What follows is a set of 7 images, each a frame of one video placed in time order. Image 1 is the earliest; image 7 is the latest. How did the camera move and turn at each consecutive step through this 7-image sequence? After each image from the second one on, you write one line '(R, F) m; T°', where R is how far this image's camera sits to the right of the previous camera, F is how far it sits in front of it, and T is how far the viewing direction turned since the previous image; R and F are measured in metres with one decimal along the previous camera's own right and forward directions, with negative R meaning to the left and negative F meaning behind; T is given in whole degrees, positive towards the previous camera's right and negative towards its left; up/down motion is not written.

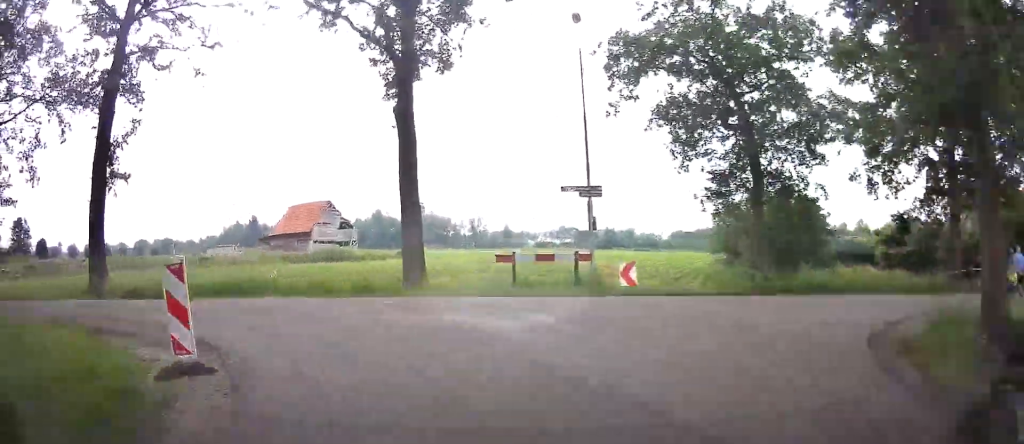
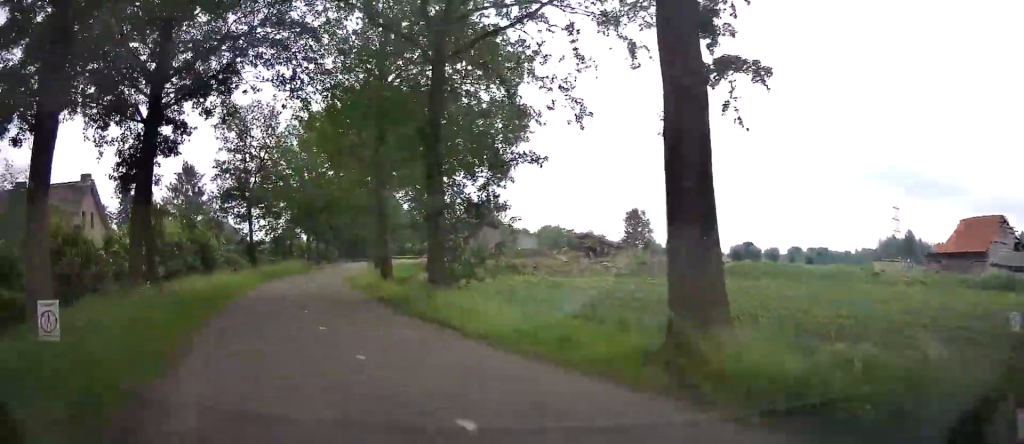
(-4.4, +15.2) m; -25°
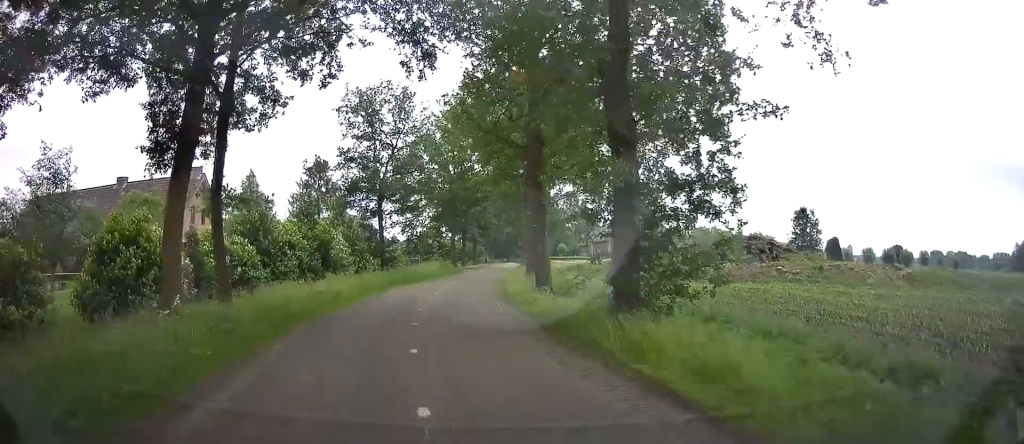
(-0.5, +6.8) m; -3°
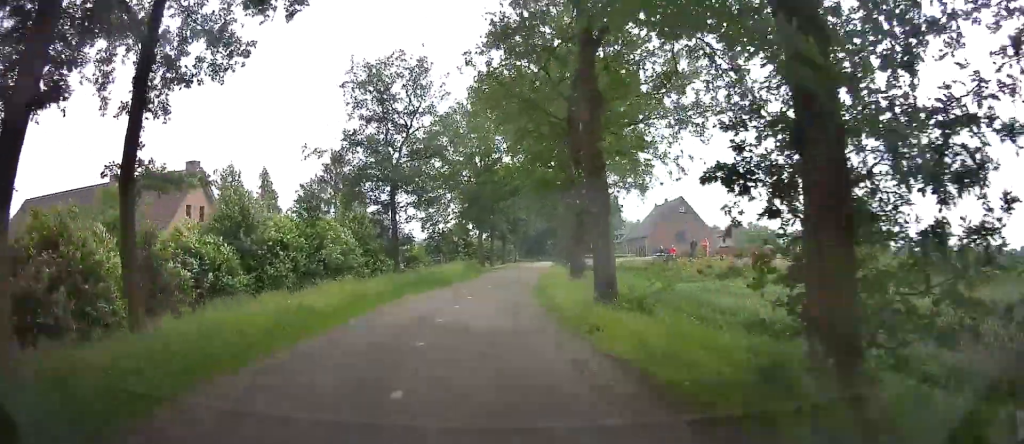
(-0.4, +6.1) m; -1°
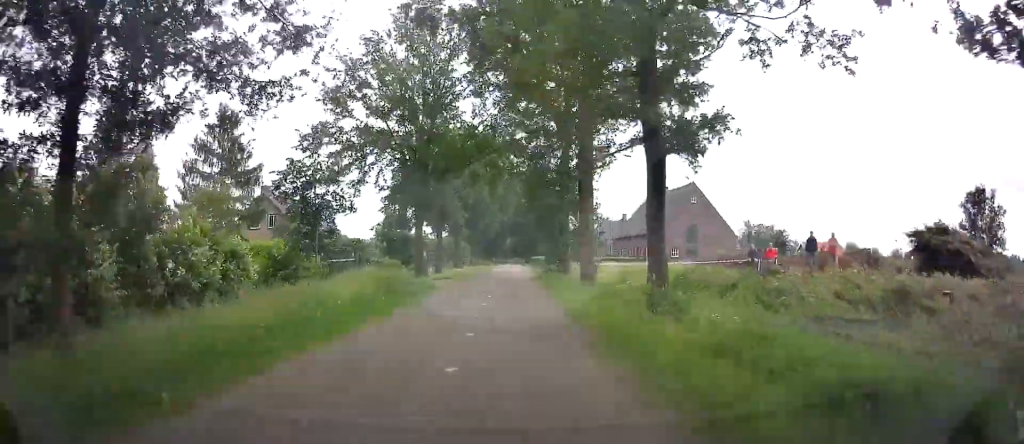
(0.0, +25.6) m; 0°
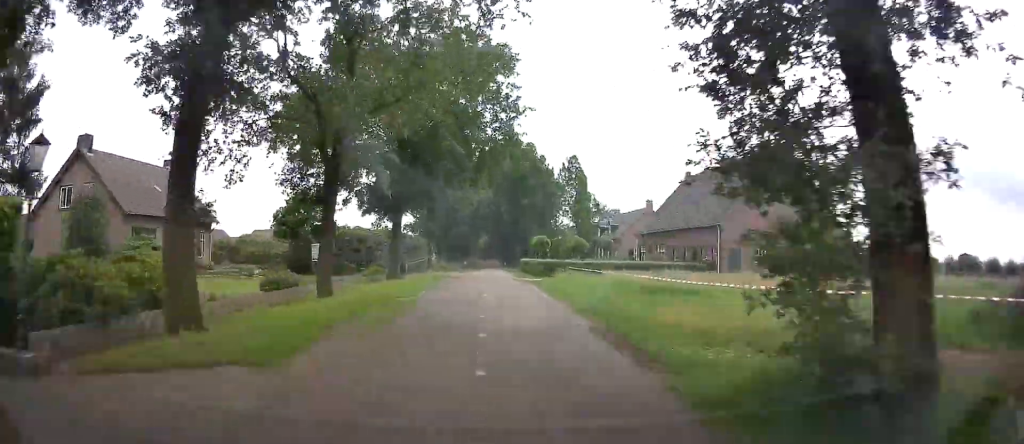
(-0.5, +30.9) m; 0°
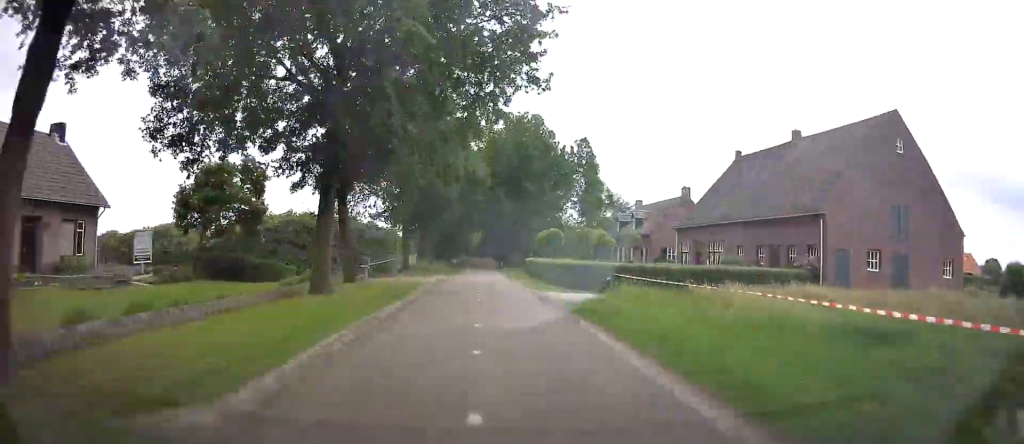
(+0.1, +14.6) m; 0°
